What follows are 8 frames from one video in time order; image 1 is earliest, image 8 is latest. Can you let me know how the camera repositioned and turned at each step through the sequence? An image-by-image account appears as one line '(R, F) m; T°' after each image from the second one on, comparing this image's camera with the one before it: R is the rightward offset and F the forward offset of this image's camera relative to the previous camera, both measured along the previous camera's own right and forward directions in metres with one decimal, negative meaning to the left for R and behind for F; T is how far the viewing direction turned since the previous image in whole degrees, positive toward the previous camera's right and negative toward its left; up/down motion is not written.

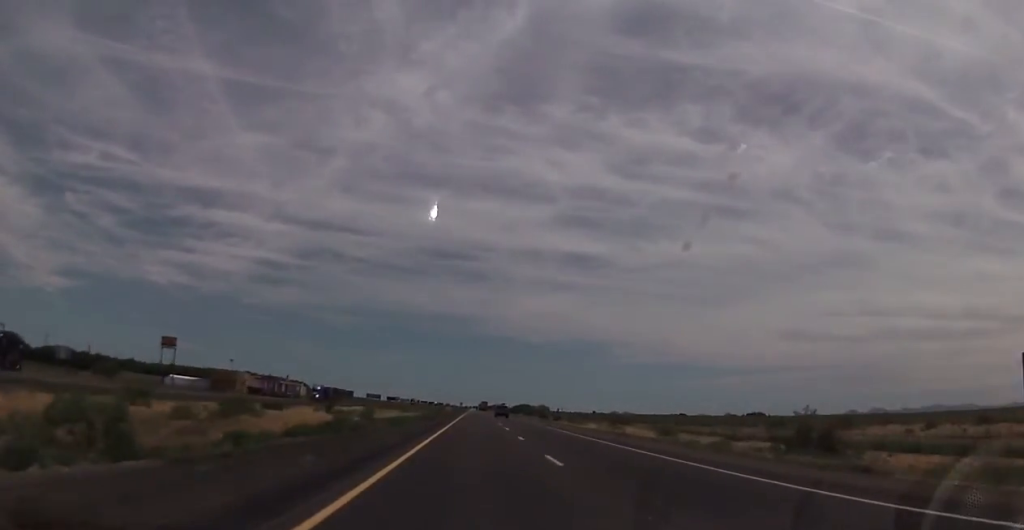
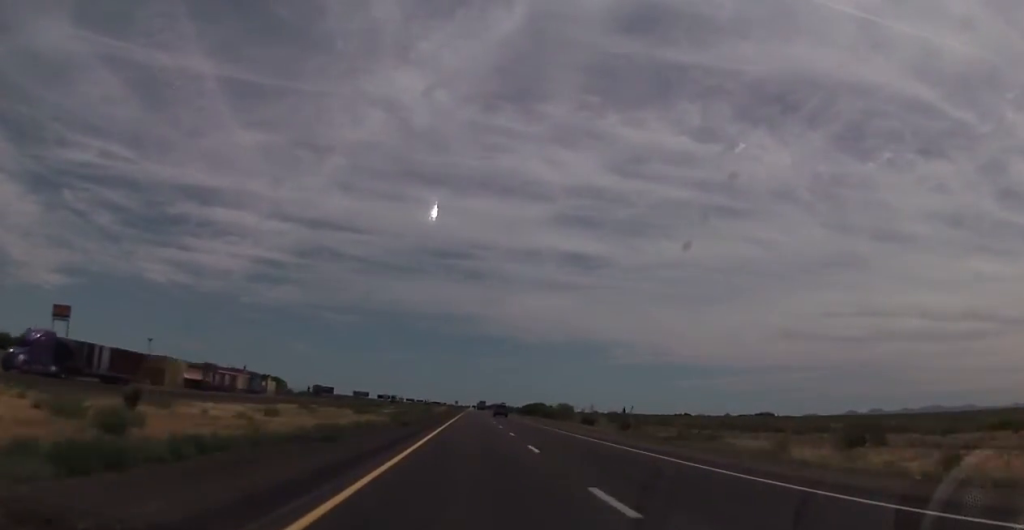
(0.0, +56.1) m; 0°
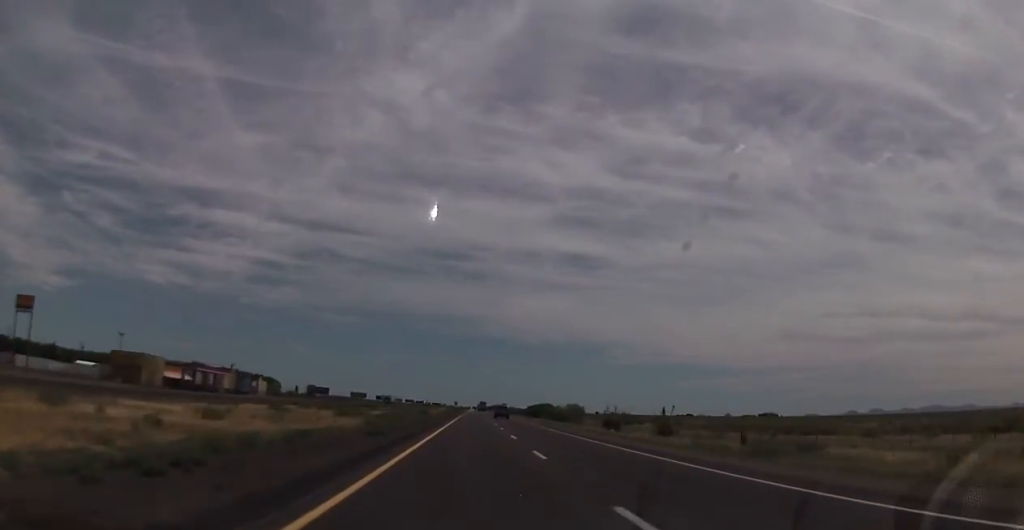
(-0.1, +14.3) m; 0°
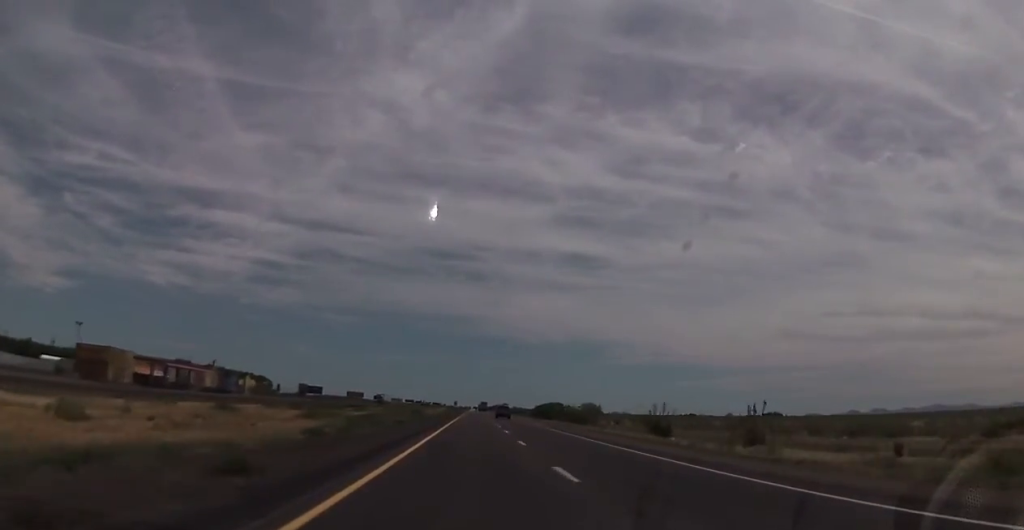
(+0.2, +17.8) m; 0°
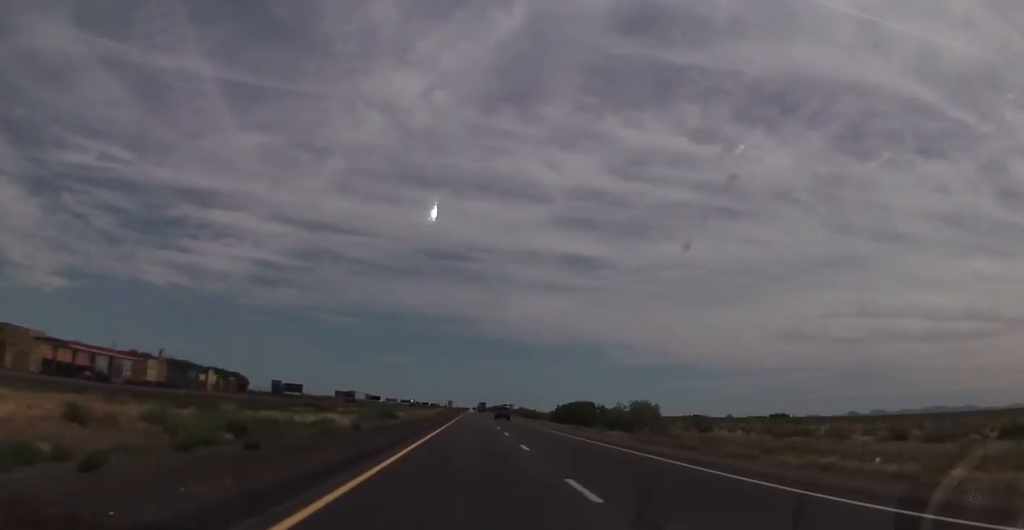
(+0.1, +39.1) m; 0°
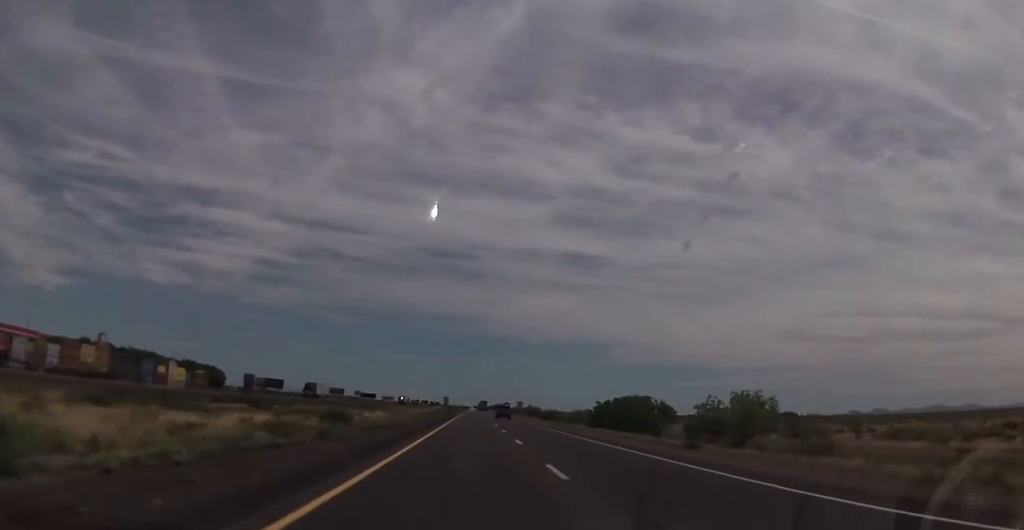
(-0.3, +33.2) m; -1°
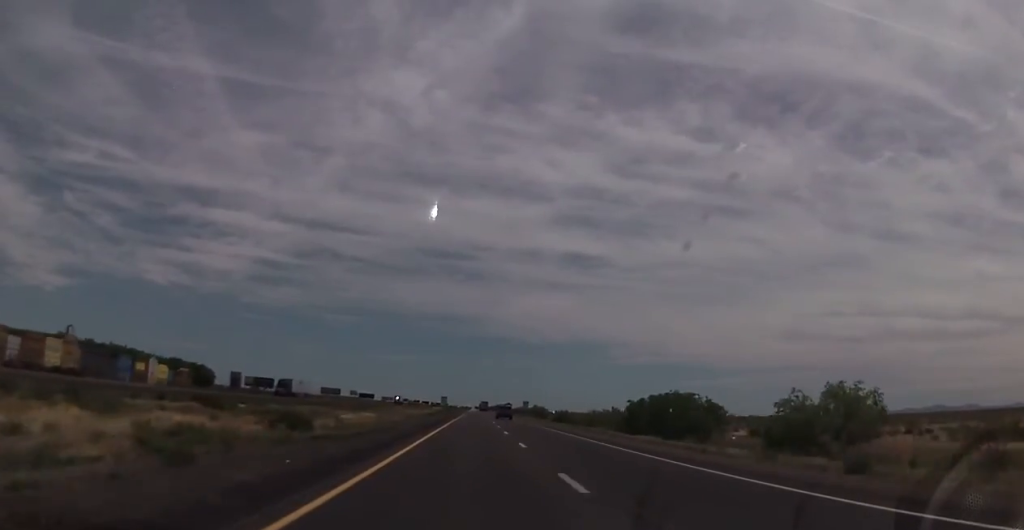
(0.0, +14.2) m; 0°
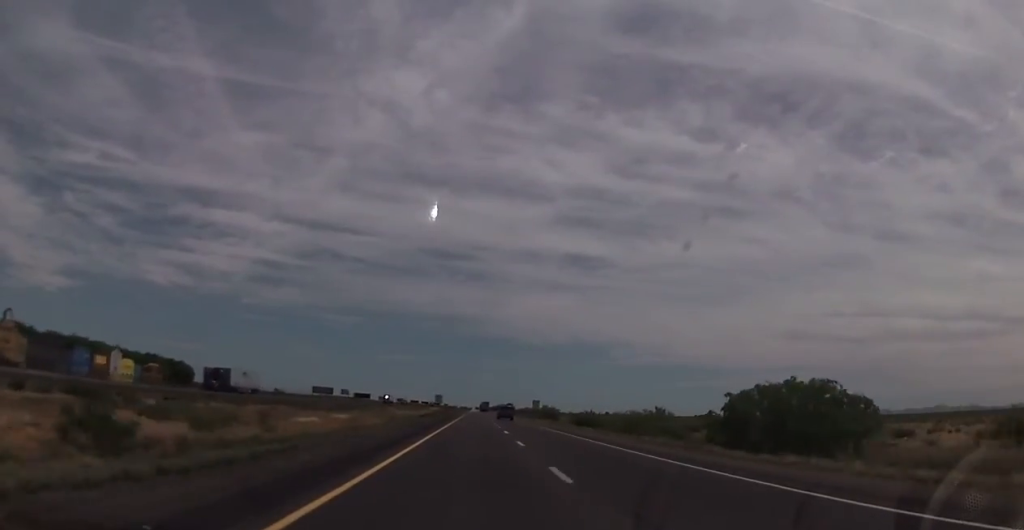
(0.0, +22.5) m; 0°
